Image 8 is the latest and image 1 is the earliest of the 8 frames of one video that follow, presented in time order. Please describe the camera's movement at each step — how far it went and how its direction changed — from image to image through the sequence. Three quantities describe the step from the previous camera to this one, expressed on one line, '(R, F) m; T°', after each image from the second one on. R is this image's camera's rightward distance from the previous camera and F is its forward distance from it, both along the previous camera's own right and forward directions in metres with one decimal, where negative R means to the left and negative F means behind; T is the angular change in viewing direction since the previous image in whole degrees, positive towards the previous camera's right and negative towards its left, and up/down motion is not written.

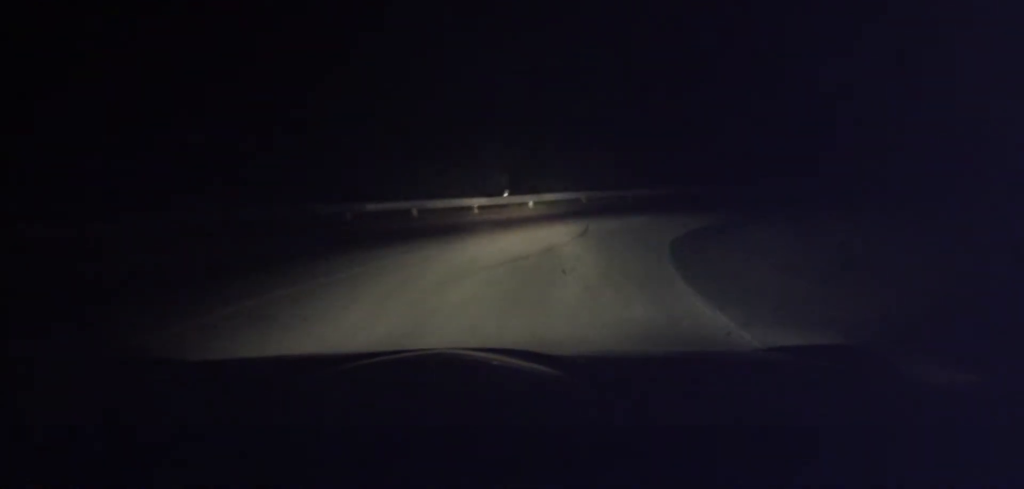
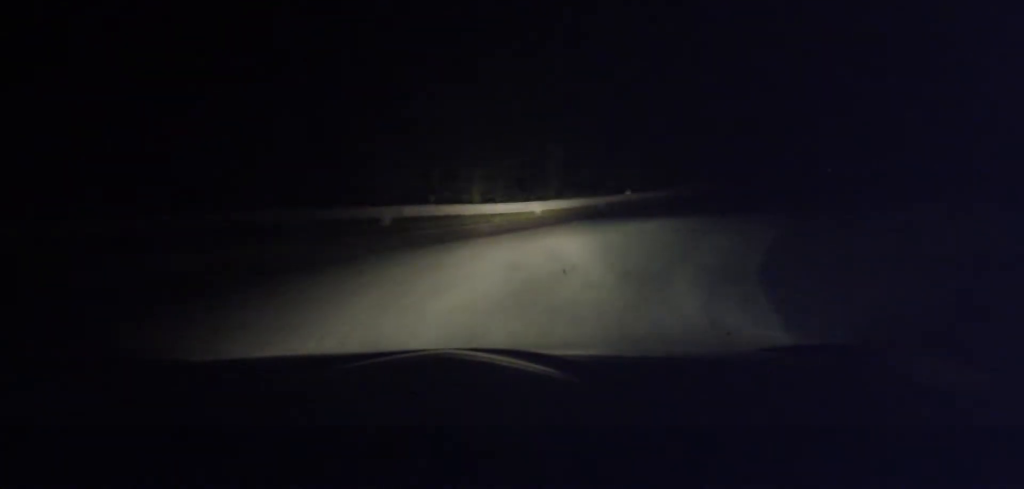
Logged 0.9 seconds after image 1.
(+1.1, +22.9) m; +9°
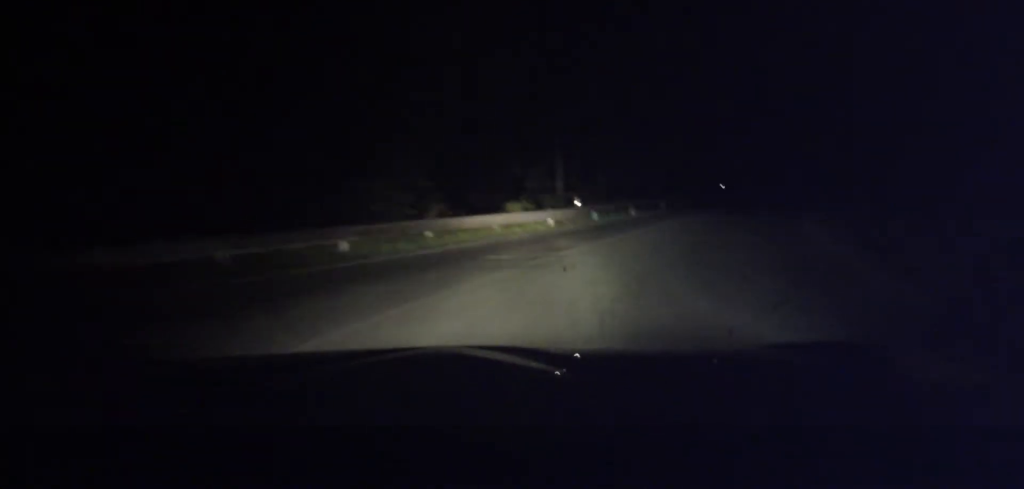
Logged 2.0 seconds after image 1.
(+2.7, +23.1) m; +20°
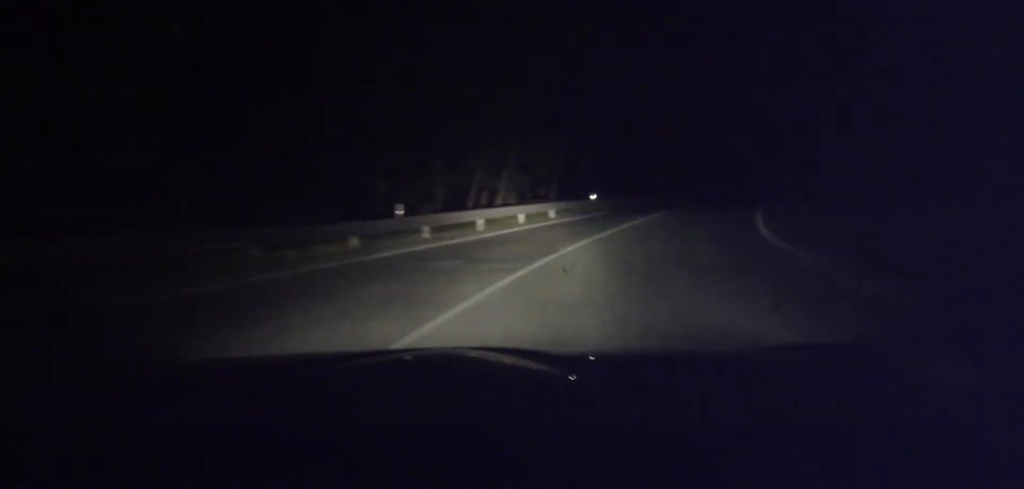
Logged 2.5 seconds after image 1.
(+1.1, +9.5) m; +15°
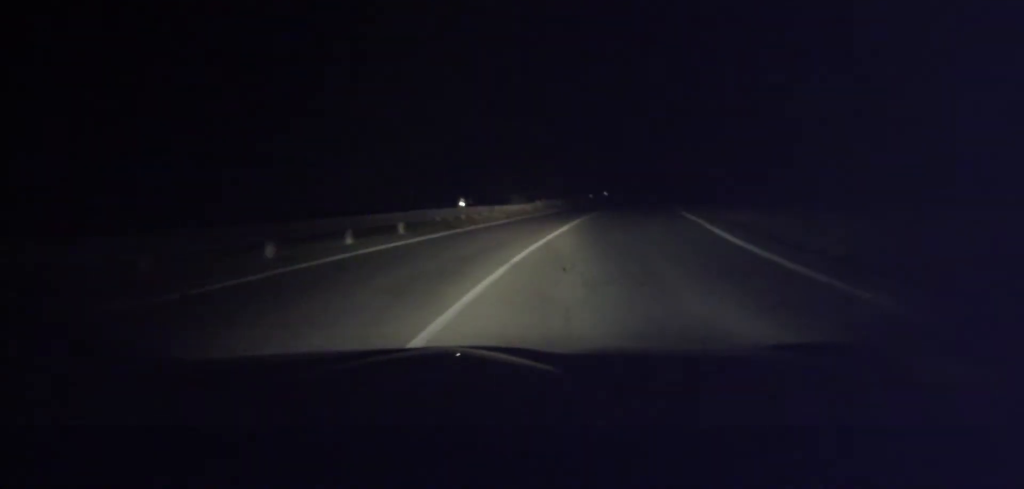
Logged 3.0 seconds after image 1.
(+0.9, +9.3) m; +18°
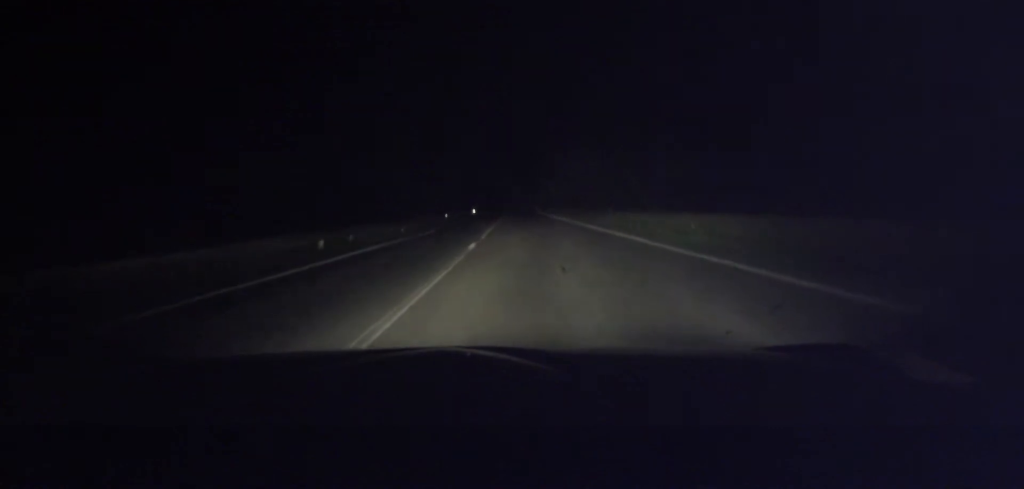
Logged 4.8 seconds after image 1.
(+15.5, +31.1) m; +38°
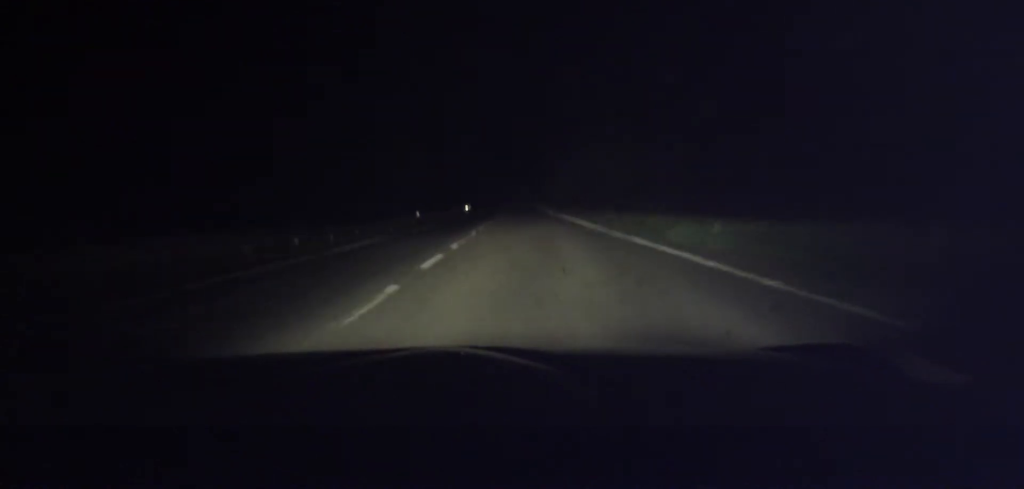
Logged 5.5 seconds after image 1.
(+0.9, +16.1) m; +5°
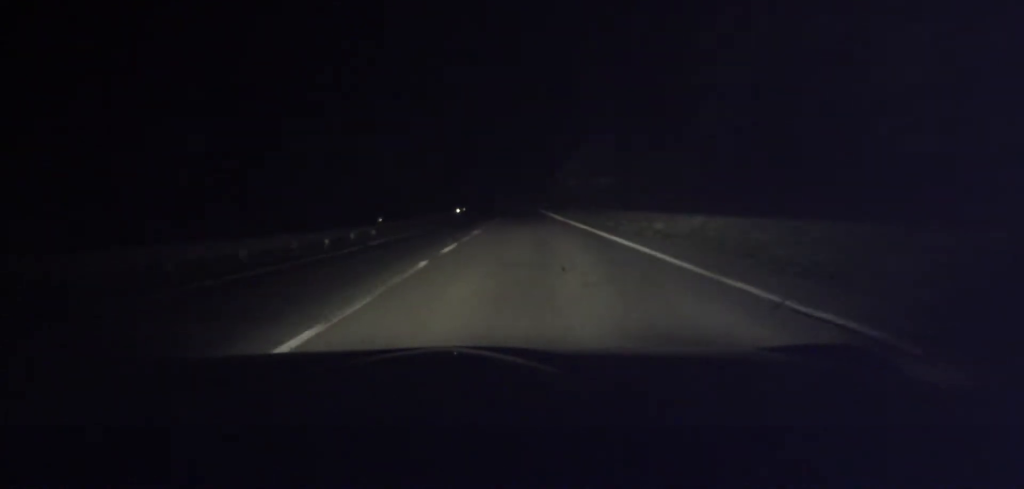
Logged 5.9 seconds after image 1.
(+0.5, +11.4) m; +2°
